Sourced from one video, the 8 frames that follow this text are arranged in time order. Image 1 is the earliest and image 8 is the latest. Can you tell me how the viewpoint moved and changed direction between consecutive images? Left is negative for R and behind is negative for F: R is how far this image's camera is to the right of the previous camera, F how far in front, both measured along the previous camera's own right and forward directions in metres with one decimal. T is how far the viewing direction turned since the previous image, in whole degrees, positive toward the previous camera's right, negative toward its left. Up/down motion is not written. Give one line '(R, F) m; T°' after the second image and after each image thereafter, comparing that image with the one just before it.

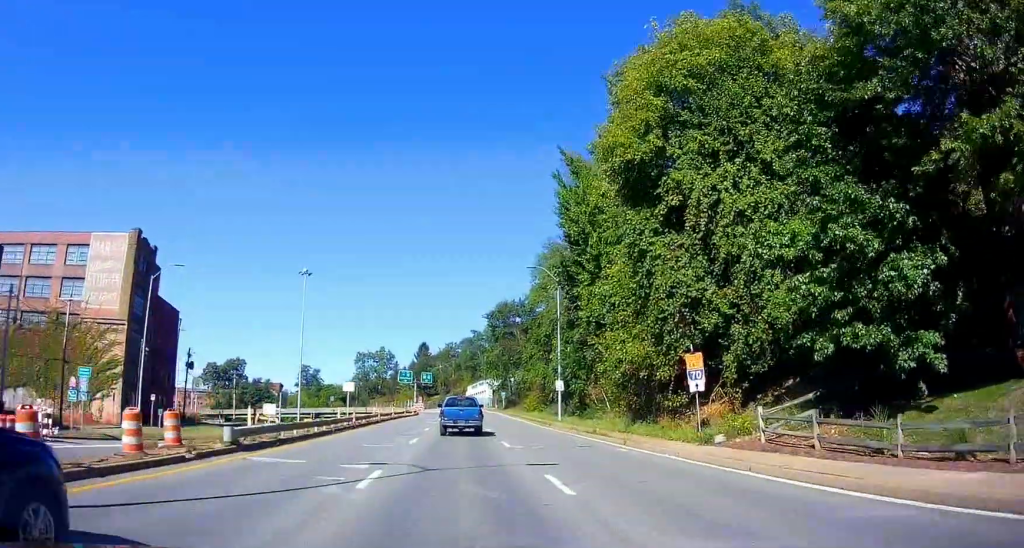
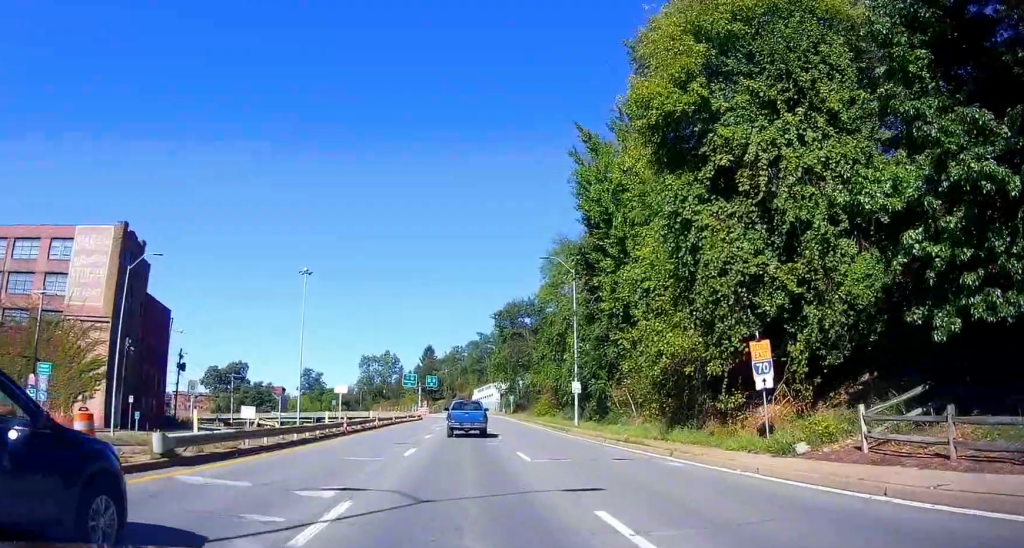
(-0.2, +4.6) m; 0°
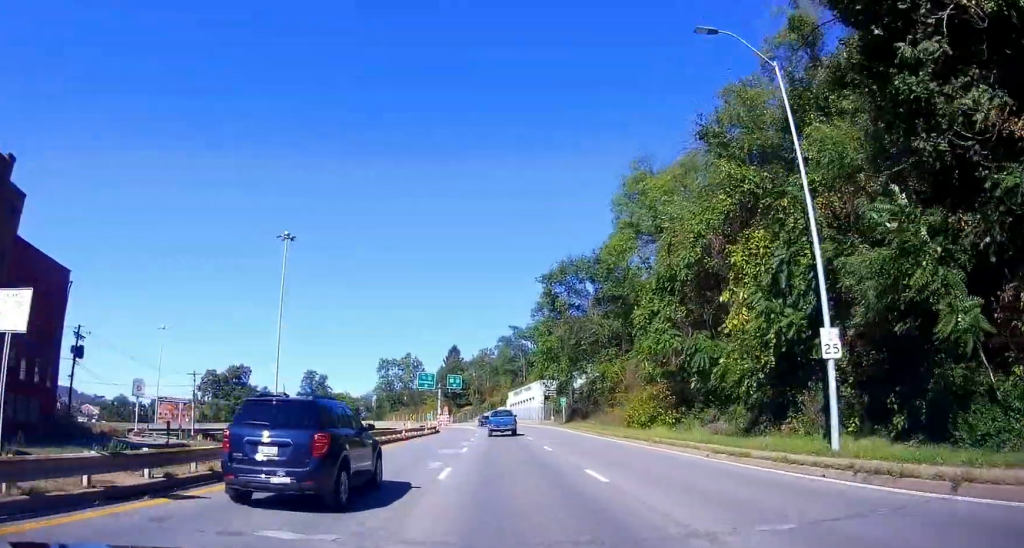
(-0.8, +29.5) m; -4°
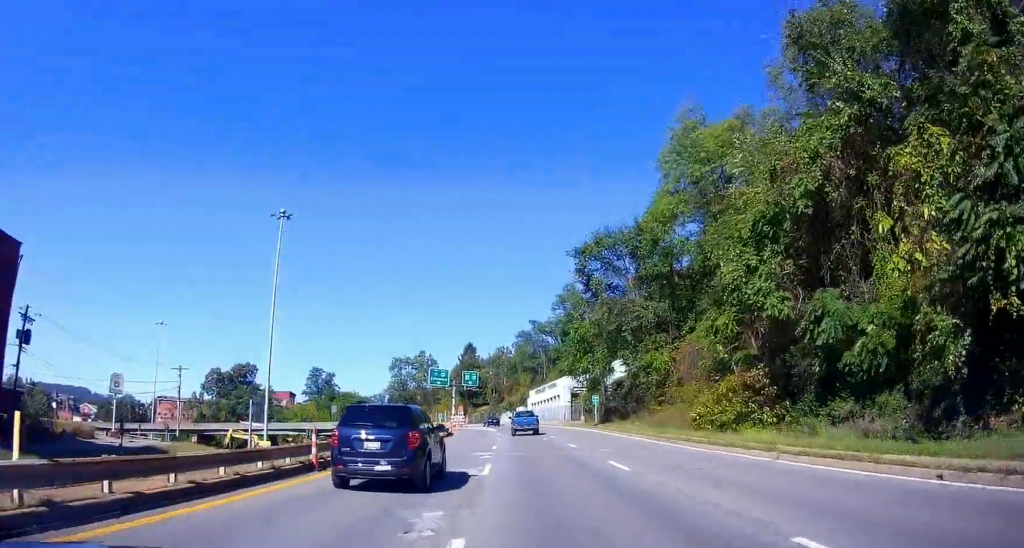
(0.0, +10.2) m; 0°
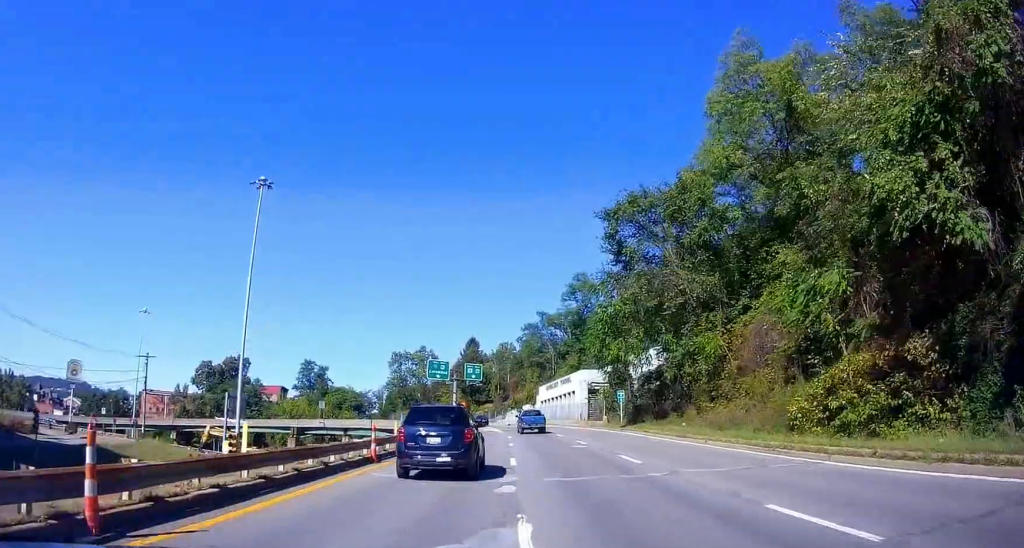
(0.0, +10.1) m; 0°
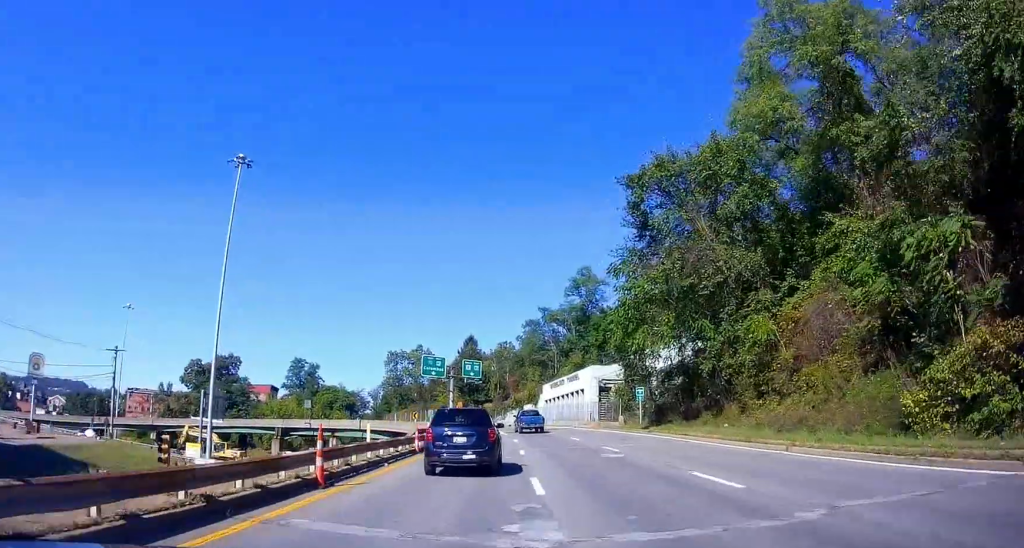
(0.0, +6.9) m; 0°
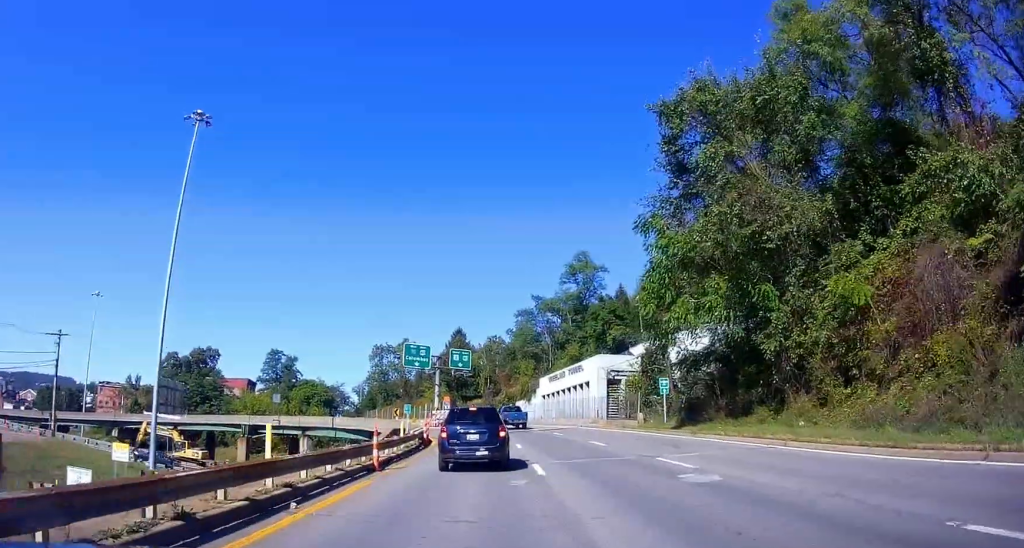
(0.0, +8.9) m; 0°
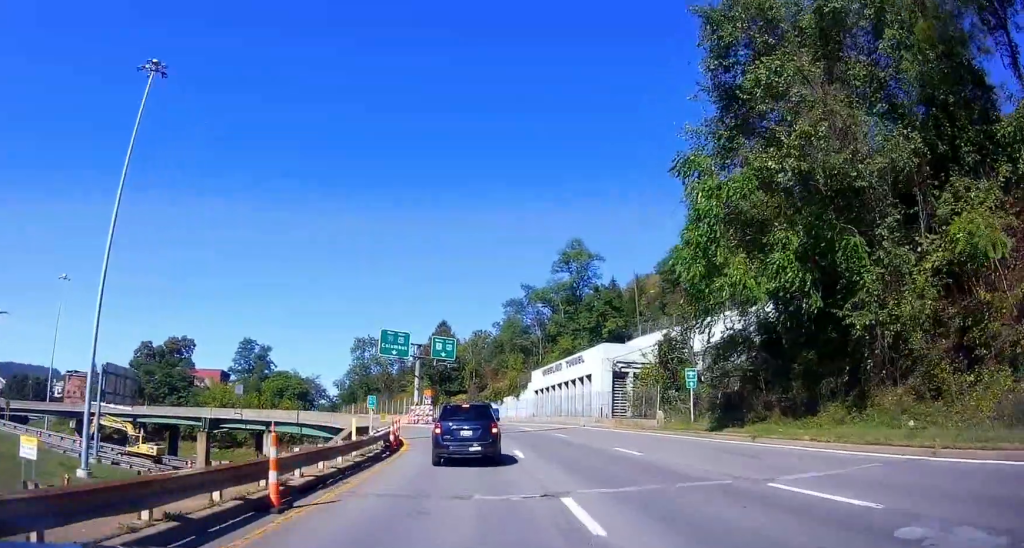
(0.0, +7.7) m; 0°
